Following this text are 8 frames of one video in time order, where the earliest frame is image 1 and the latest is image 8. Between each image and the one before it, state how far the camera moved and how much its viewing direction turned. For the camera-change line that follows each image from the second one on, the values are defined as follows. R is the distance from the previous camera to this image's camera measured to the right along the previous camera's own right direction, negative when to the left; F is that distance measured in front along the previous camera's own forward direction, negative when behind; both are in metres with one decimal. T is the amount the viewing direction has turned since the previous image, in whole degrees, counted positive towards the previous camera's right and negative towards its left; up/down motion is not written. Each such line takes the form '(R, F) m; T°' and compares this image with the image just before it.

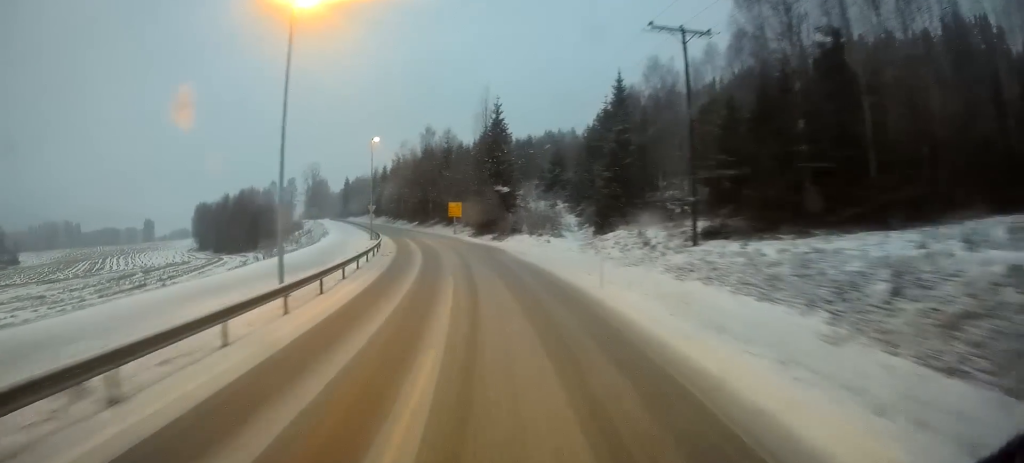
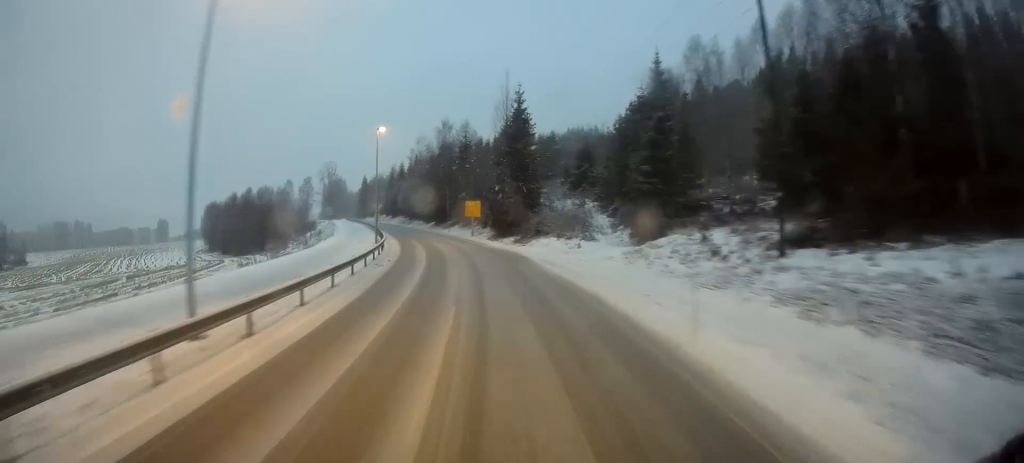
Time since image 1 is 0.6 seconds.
(-0.1, +7.4) m; -2°
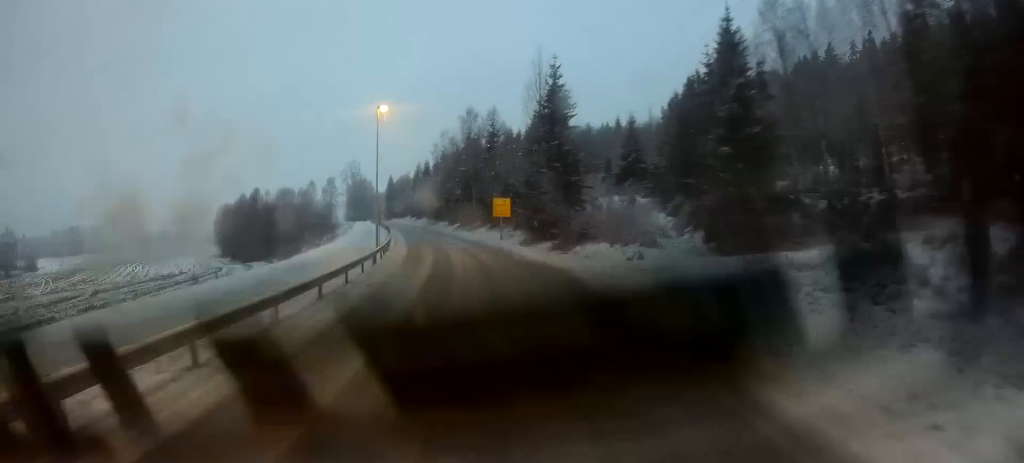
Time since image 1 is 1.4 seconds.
(-0.3, +11.1) m; -3°
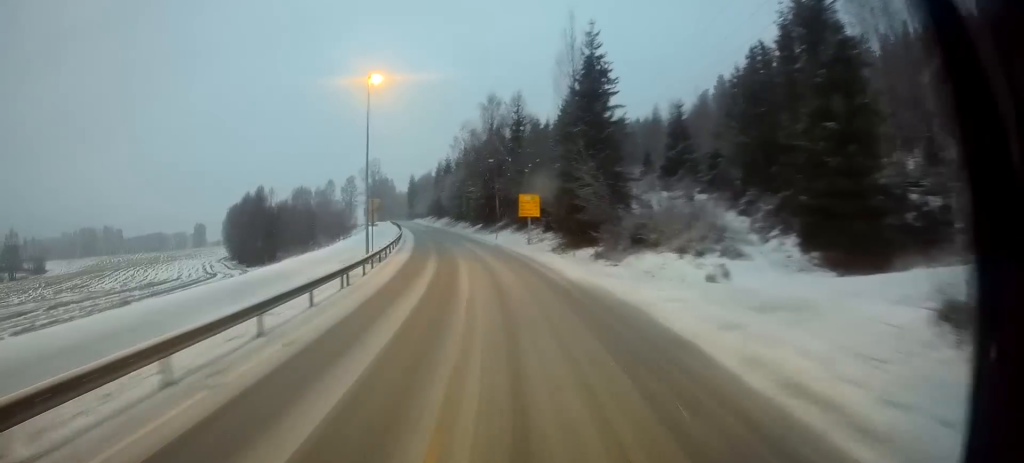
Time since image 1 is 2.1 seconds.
(-0.2, +9.6) m; -2°
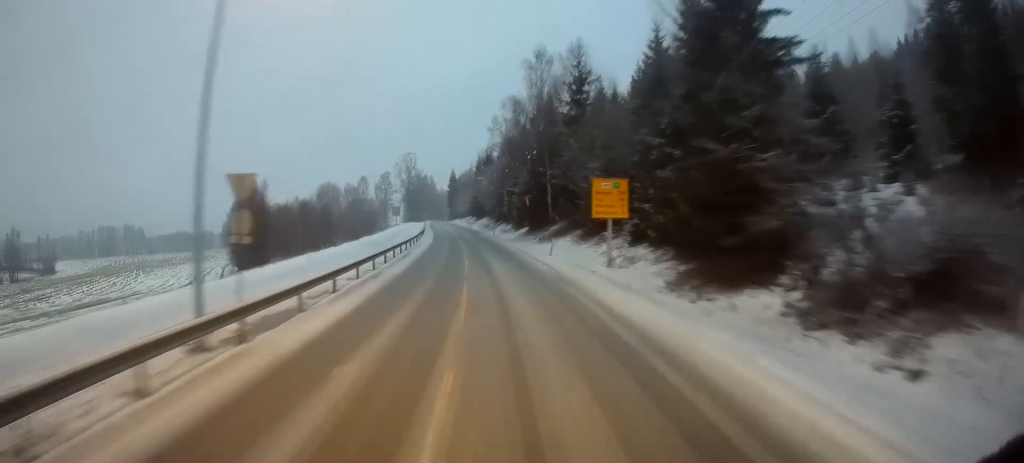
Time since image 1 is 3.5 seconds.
(-0.7, +20.8) m; -4°
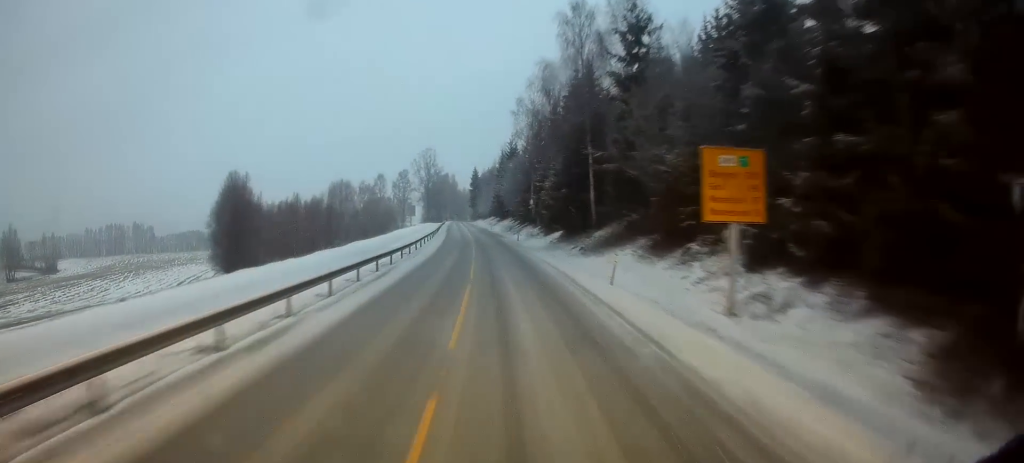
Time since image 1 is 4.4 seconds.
(-0.4, +13.7) m; -3°
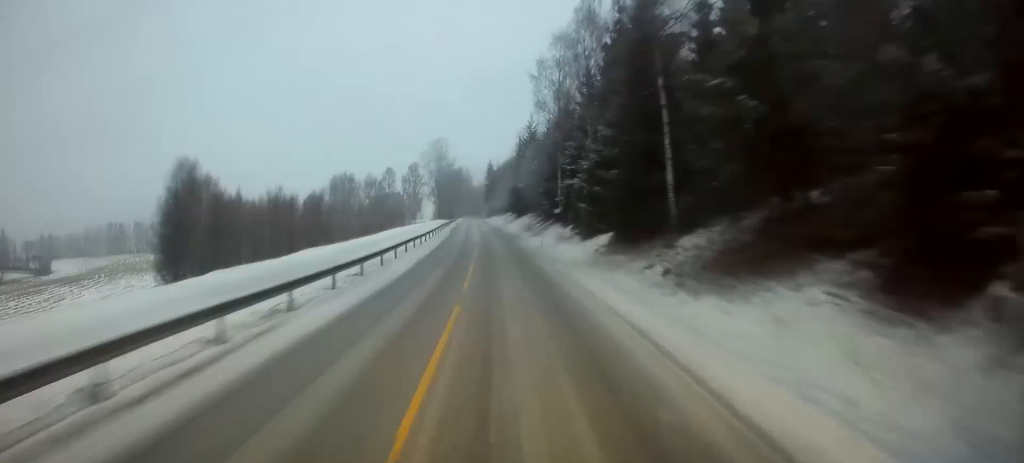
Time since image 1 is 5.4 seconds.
(-0.4, +15.6) m; -2°
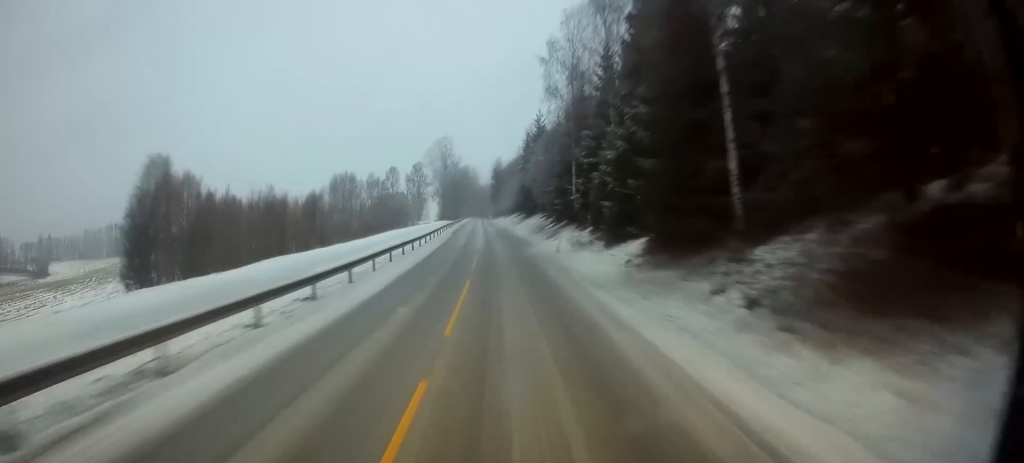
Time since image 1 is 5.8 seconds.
(0.0, +6.3) m; -1°
